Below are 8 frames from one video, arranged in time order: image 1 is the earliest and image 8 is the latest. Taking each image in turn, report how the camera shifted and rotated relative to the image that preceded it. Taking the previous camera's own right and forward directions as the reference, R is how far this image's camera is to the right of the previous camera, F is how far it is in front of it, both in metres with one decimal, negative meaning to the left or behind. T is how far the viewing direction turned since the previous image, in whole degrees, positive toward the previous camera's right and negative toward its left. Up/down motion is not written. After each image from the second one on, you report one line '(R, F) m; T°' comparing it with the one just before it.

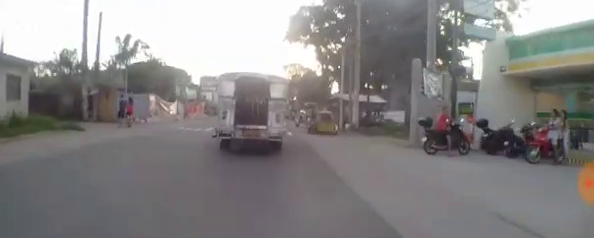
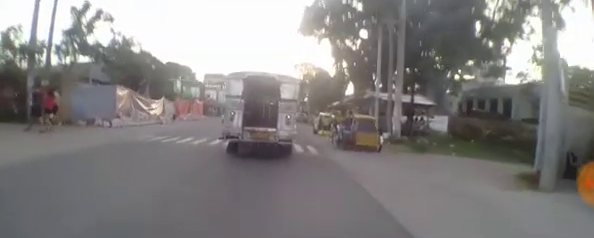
(0.0, +5.8) m; 0°
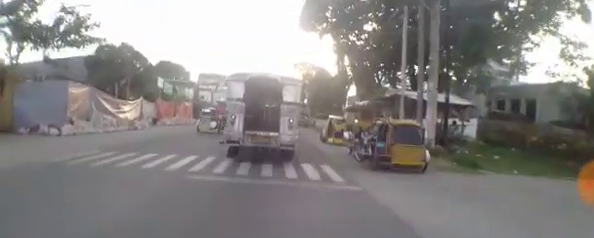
(0.0, +3.6) m; 0°
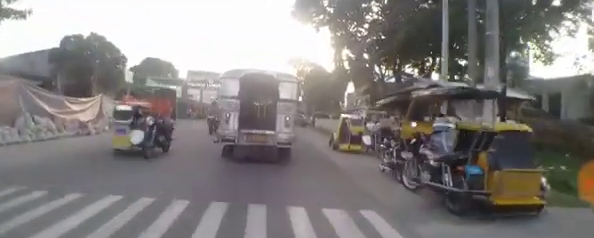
(0.0, +3.8) m; 0°
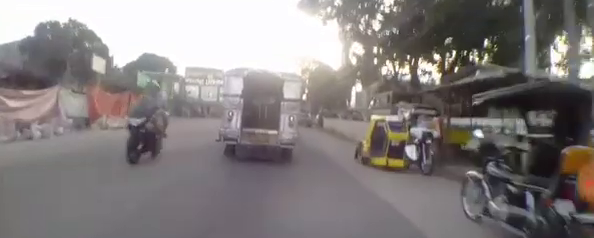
(0.0, +3.1) m; 0°
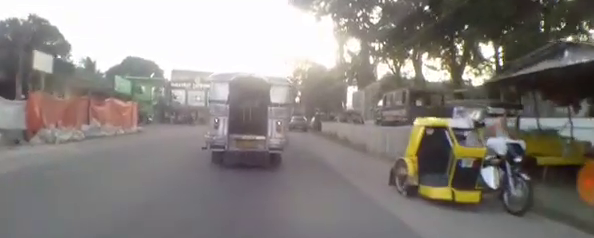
(0.0, +3.0) m; -2°
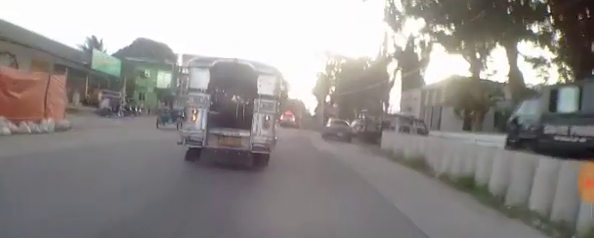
(-0.8, +8.2) m; -7°
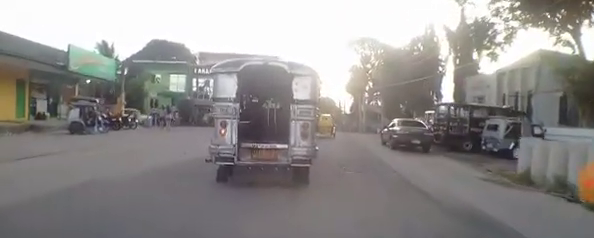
(+0.1, +6.9) m; +5°
